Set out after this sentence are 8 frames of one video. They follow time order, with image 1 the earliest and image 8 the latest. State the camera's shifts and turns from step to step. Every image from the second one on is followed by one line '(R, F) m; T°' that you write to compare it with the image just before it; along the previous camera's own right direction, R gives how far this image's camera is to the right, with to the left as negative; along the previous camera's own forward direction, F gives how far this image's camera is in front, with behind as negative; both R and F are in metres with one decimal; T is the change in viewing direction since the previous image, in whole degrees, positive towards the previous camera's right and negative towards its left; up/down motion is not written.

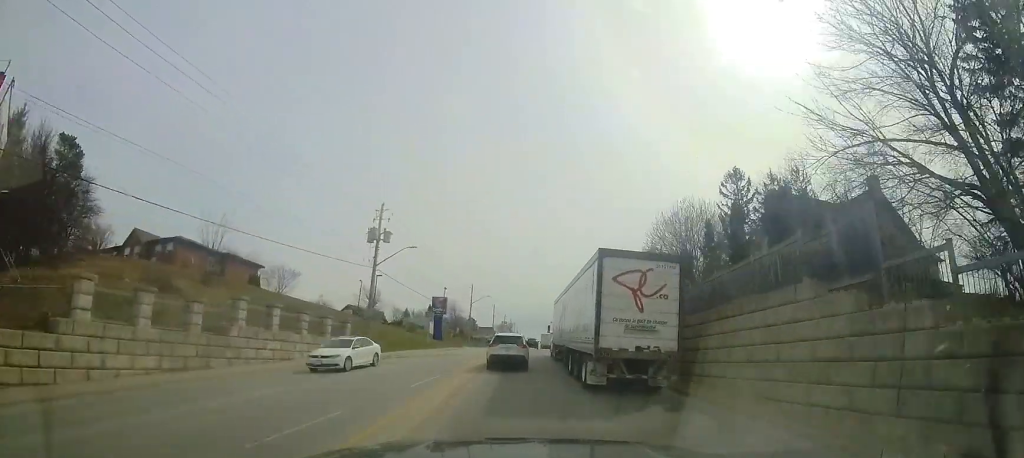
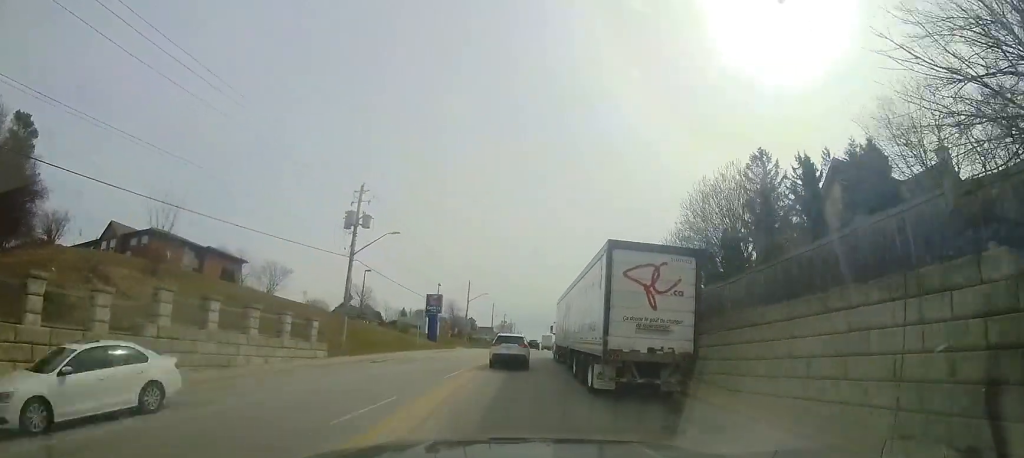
(0.0, +4.7) m; 0°
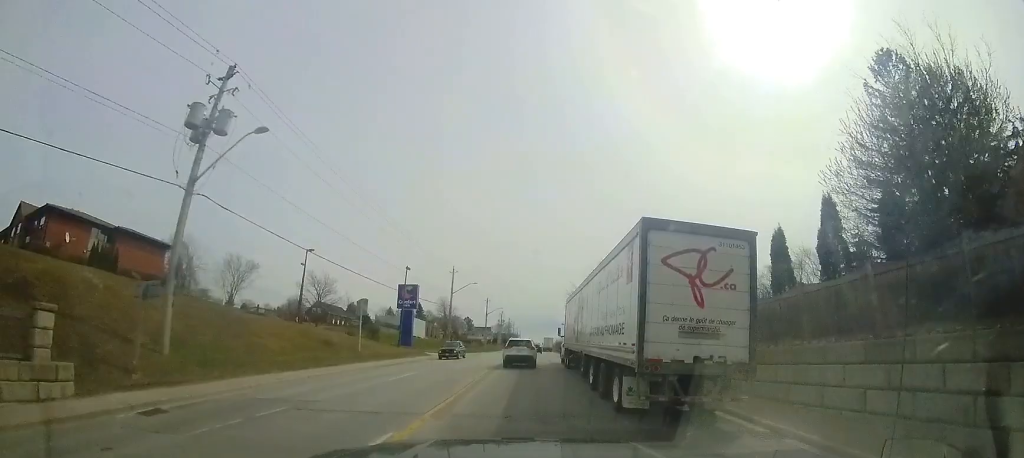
(+0.3, +15.0) m; +1°
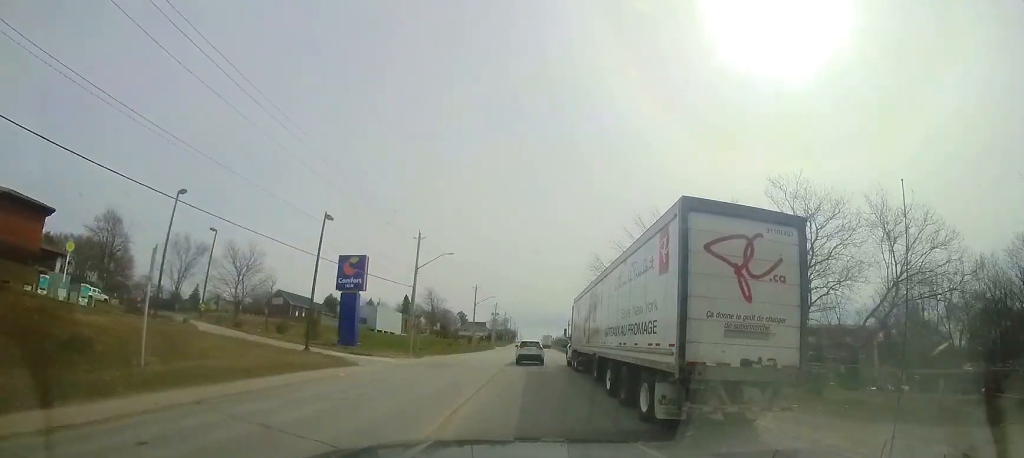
(+0.2, +17.1) m; +1°
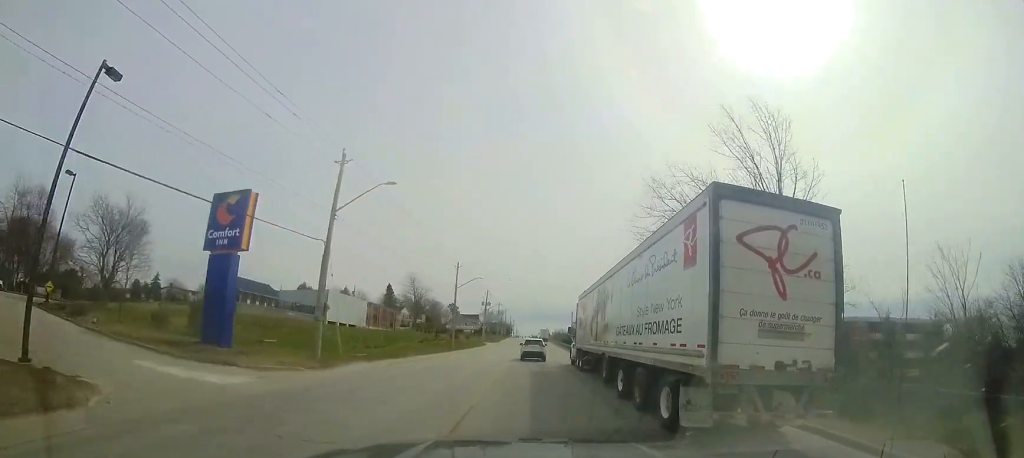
(0.0, +16.1) m; 0°
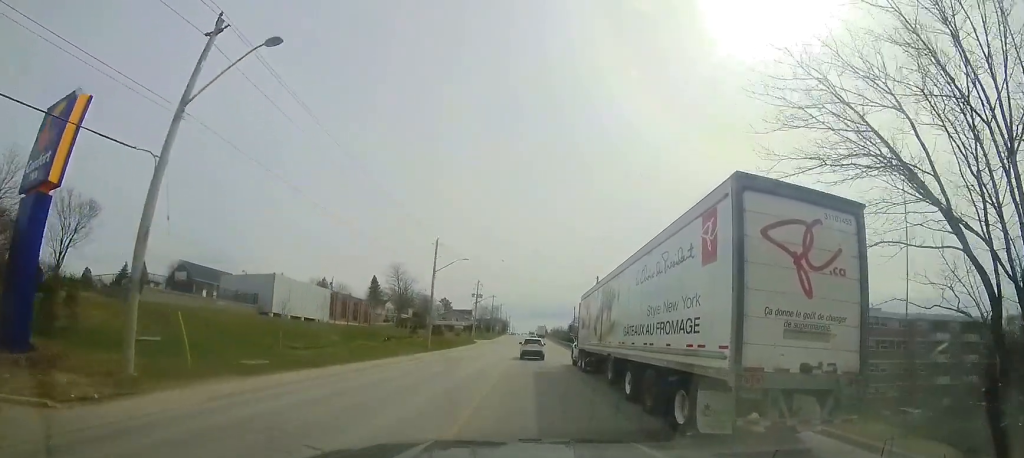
(+0.1, +11.2) m; 0°
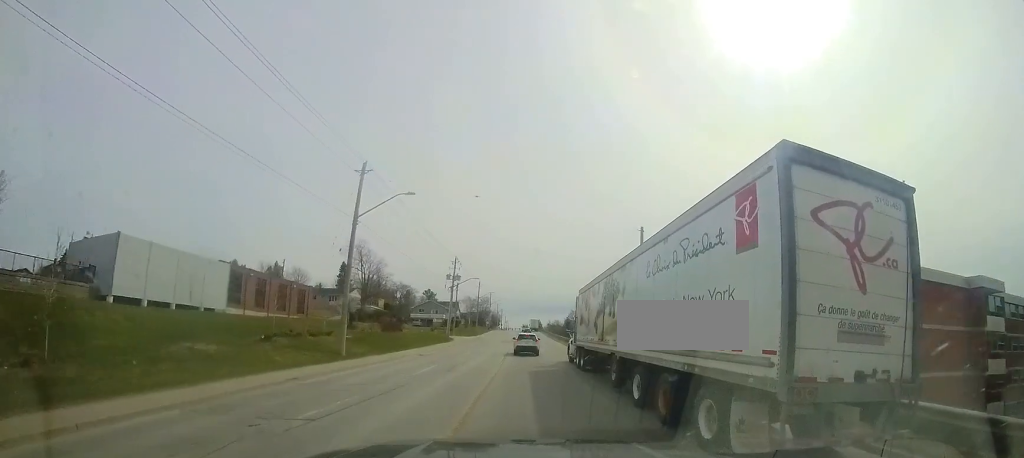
(+0.1, +18.3) m; 0°
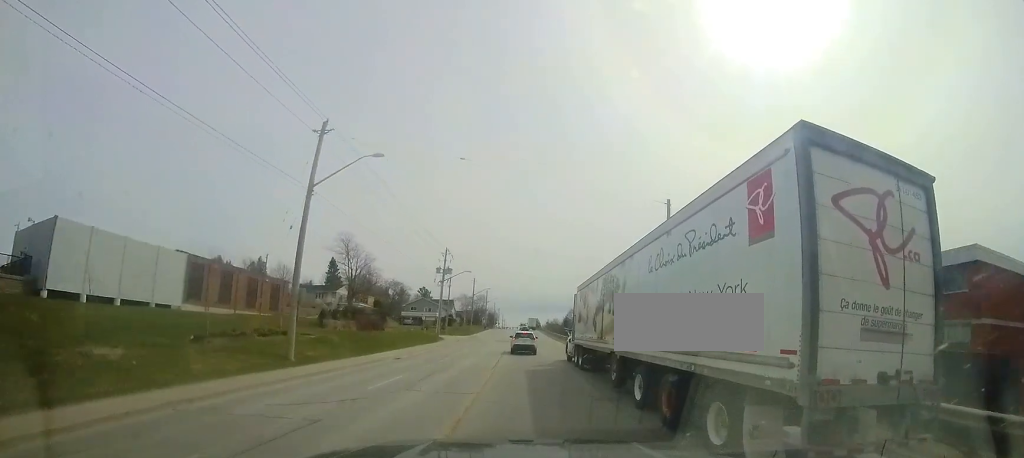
(0.0, +5.1) m; 0°
